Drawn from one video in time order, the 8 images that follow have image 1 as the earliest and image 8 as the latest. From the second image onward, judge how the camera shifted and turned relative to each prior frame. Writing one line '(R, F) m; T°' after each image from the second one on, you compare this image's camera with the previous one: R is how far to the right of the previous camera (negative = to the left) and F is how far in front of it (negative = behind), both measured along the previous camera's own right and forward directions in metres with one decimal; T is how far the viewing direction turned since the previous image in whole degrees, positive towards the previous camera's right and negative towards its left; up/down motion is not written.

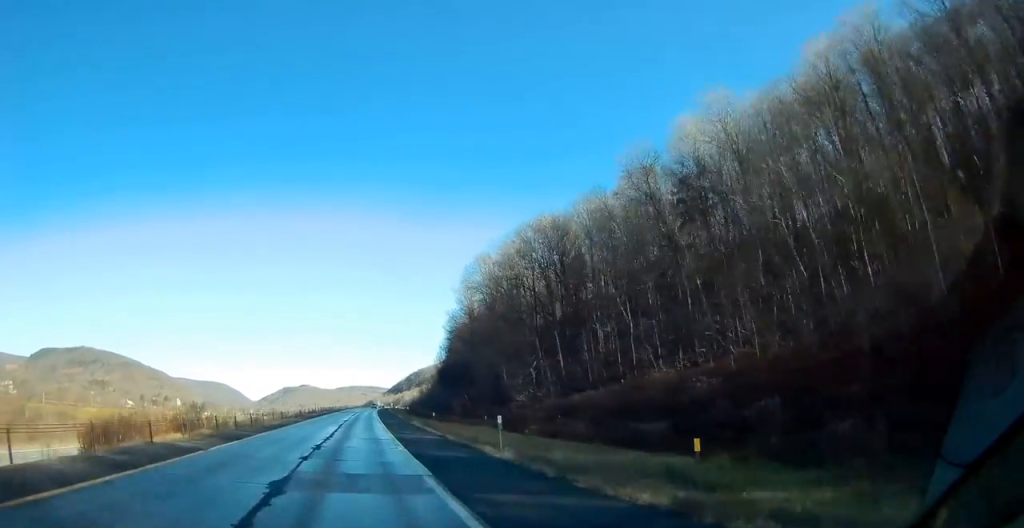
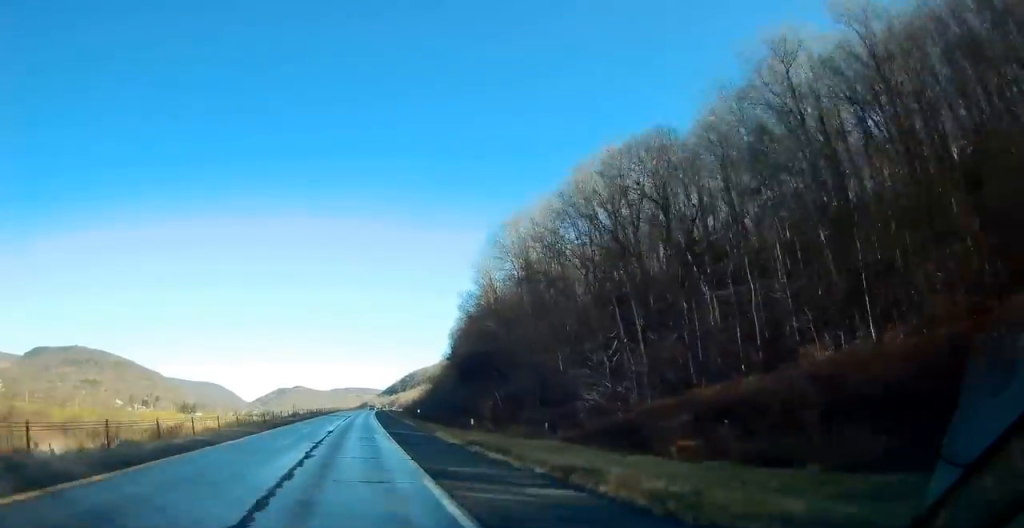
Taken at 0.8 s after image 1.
(-0.5, +22.8) m; 0°
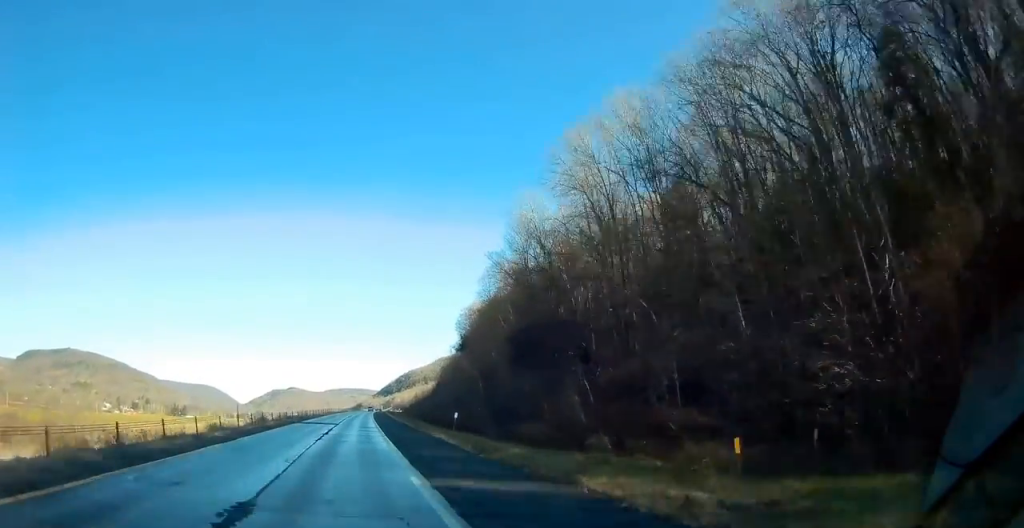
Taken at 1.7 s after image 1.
(+0.9, +27.8) m; +2°
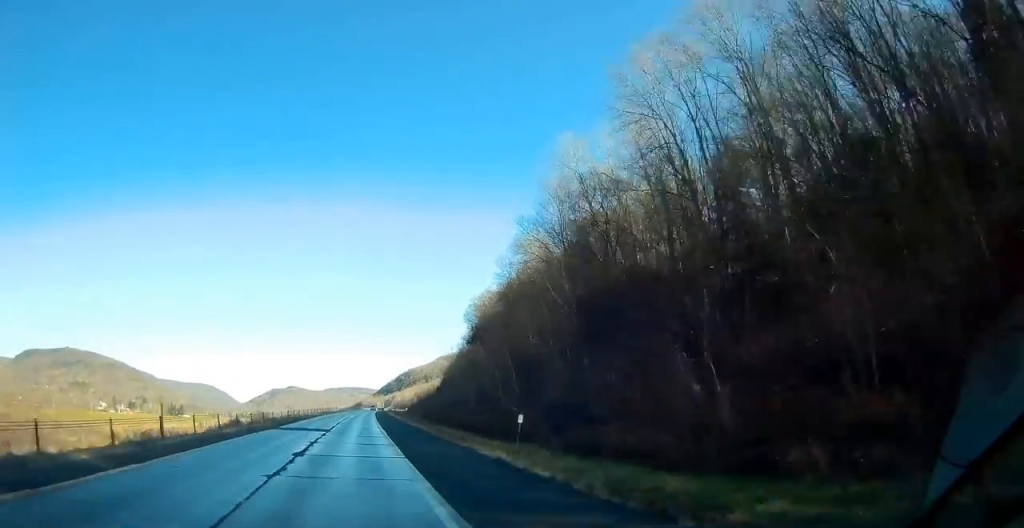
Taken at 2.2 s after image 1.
(0.0, +14.8) m; 0°
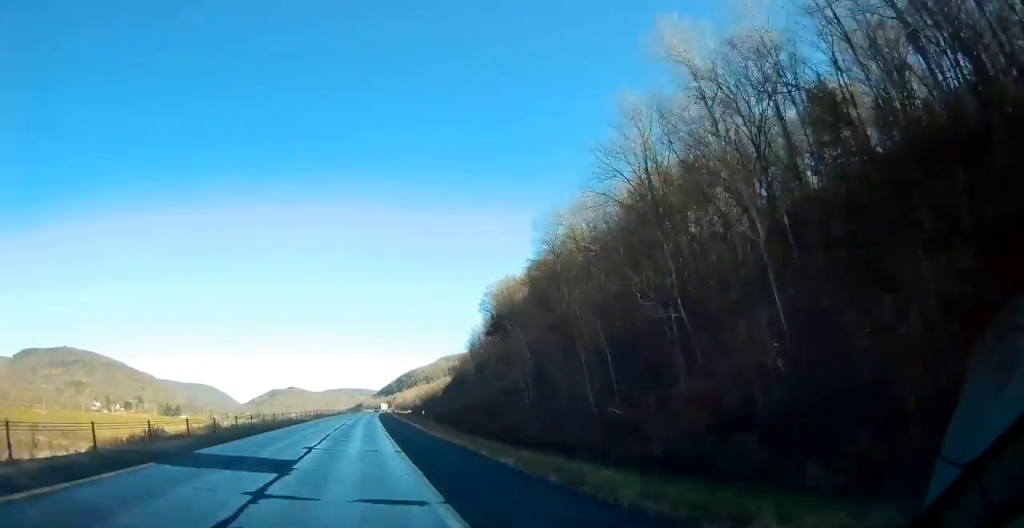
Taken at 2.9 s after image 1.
(+0.2, +20.8) m; +1°
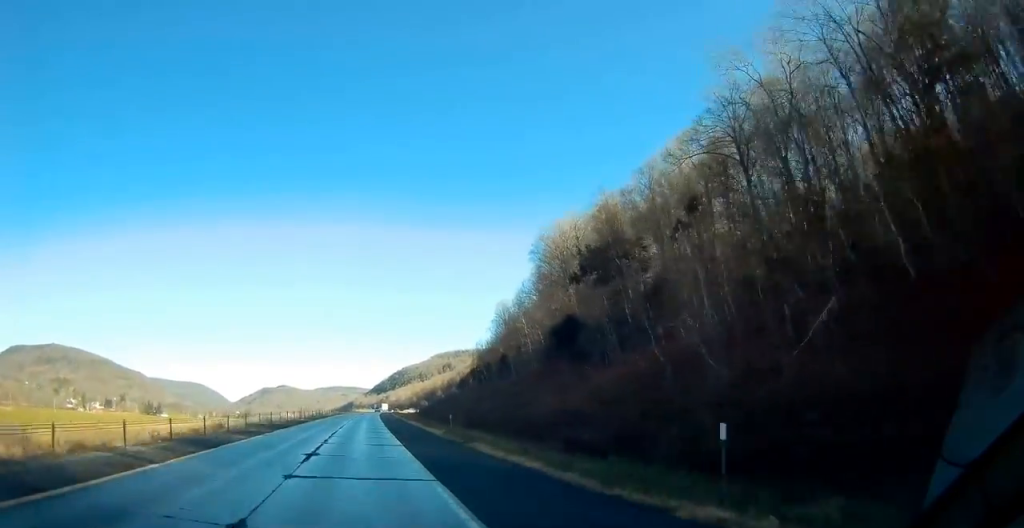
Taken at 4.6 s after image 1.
(+0.4, +51.3) m; 0°
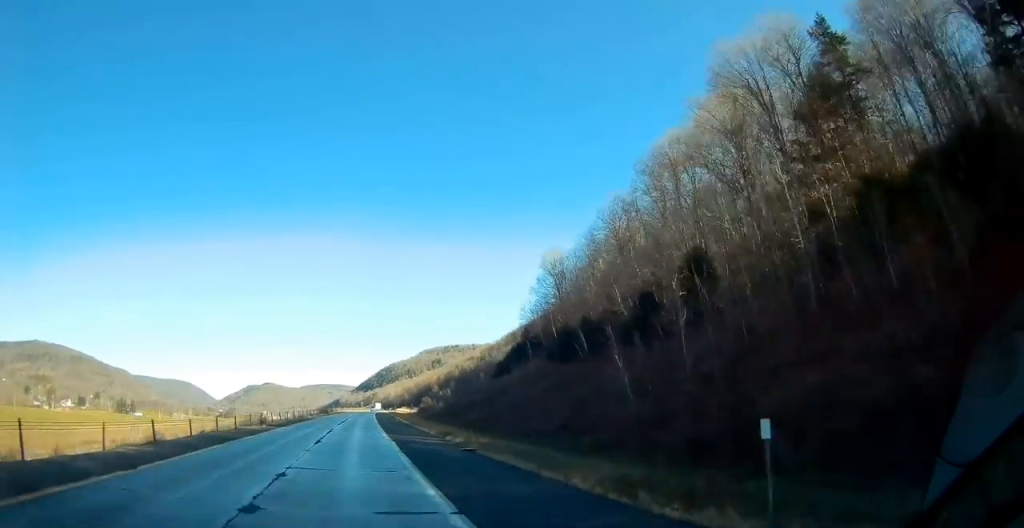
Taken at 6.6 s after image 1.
(+0.5, +59.2) m; +1°
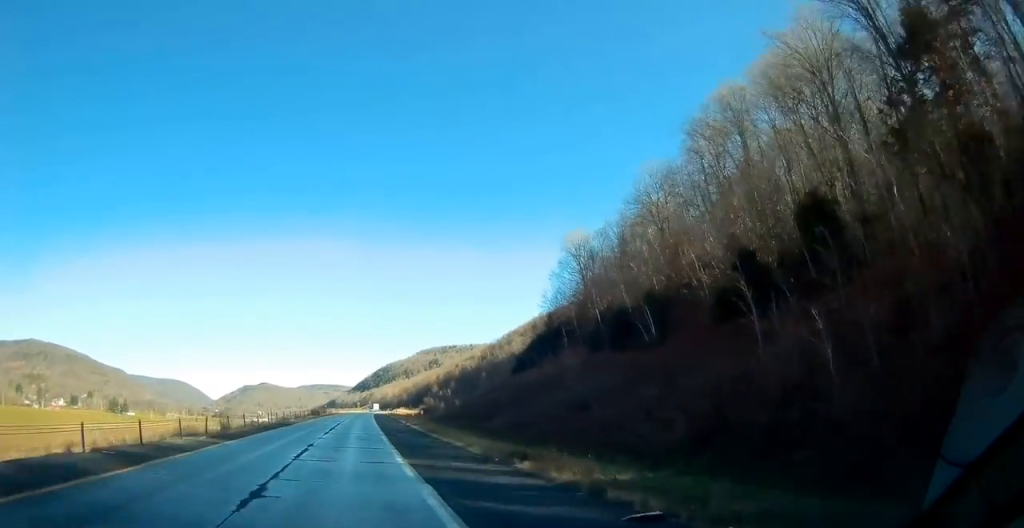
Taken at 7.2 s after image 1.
(0.0, +15.8) m; 0°
